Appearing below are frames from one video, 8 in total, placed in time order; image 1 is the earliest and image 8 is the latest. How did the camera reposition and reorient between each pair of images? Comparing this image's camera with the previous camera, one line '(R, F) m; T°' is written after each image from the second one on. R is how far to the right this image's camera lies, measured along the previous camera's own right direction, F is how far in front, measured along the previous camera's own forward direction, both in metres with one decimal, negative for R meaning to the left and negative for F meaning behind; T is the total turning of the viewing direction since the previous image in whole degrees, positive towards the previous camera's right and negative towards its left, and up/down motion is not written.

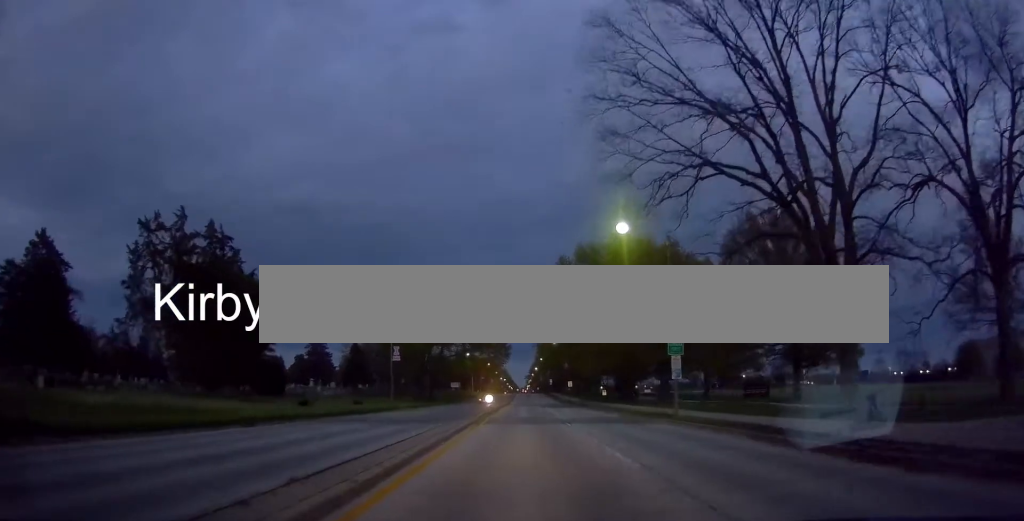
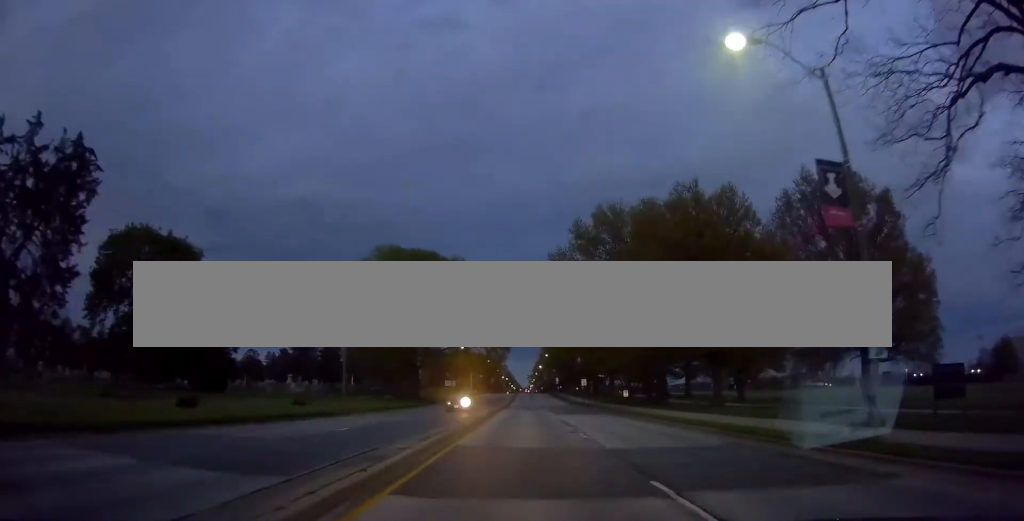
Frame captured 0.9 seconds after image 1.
(-0.2, +16.9) m; -2°
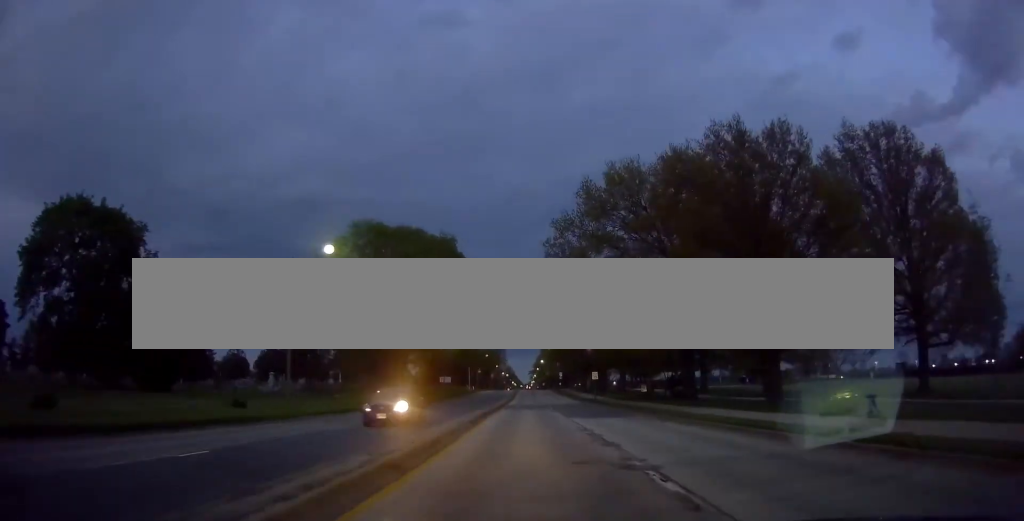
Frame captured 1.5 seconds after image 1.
(-0.2, +10.1) m; -1°
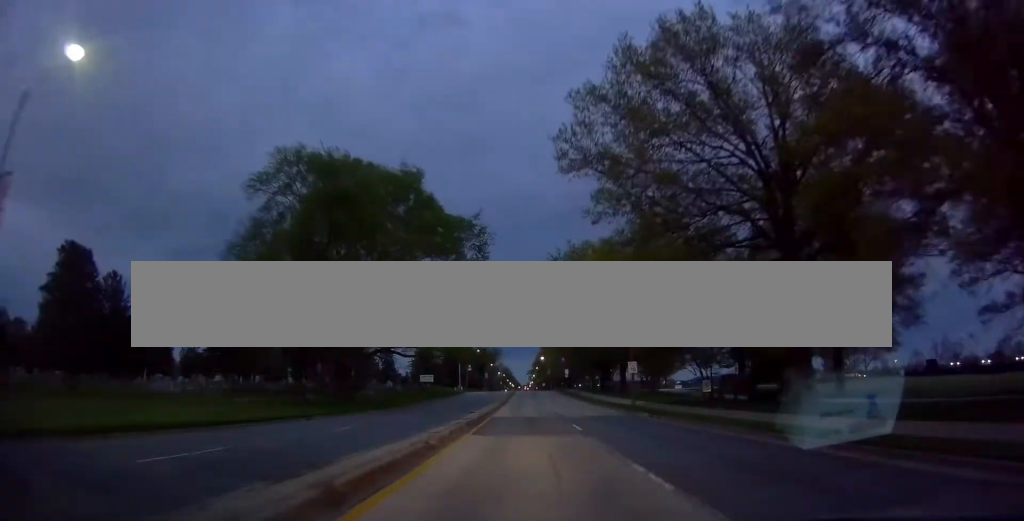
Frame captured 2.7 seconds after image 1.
(+0.1, +21.8) m; +2°
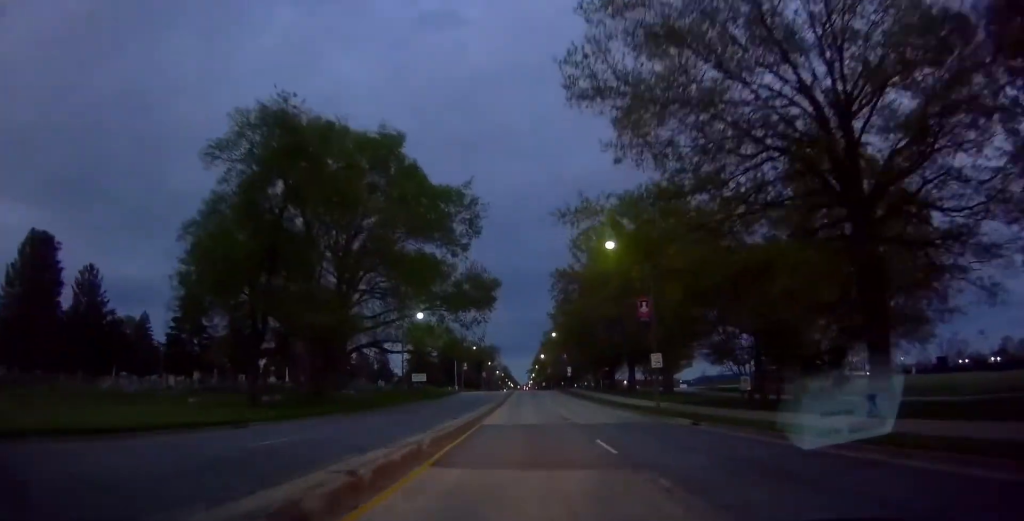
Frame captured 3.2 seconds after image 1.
(+0.2, +7.8) m; +1°
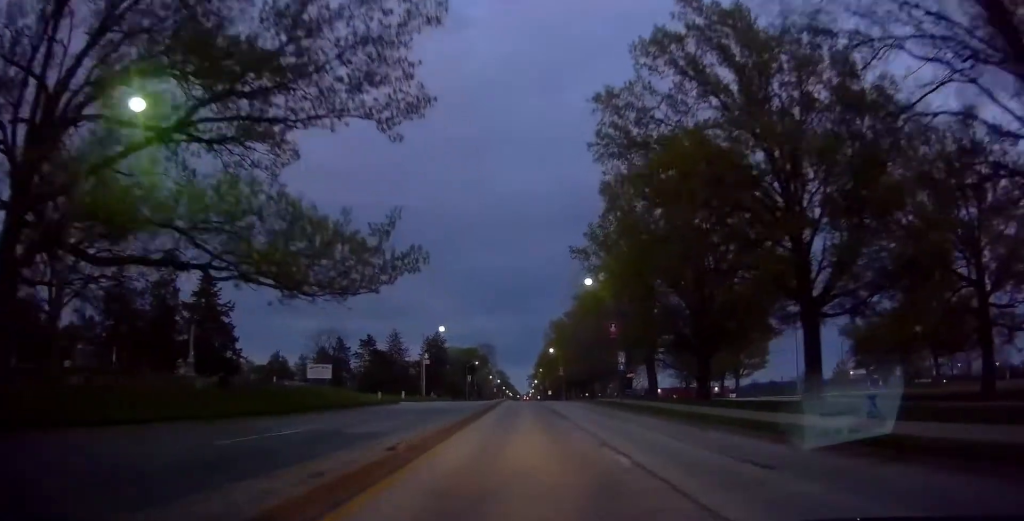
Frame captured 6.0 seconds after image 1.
(-0.8, +50.7) m; -2°
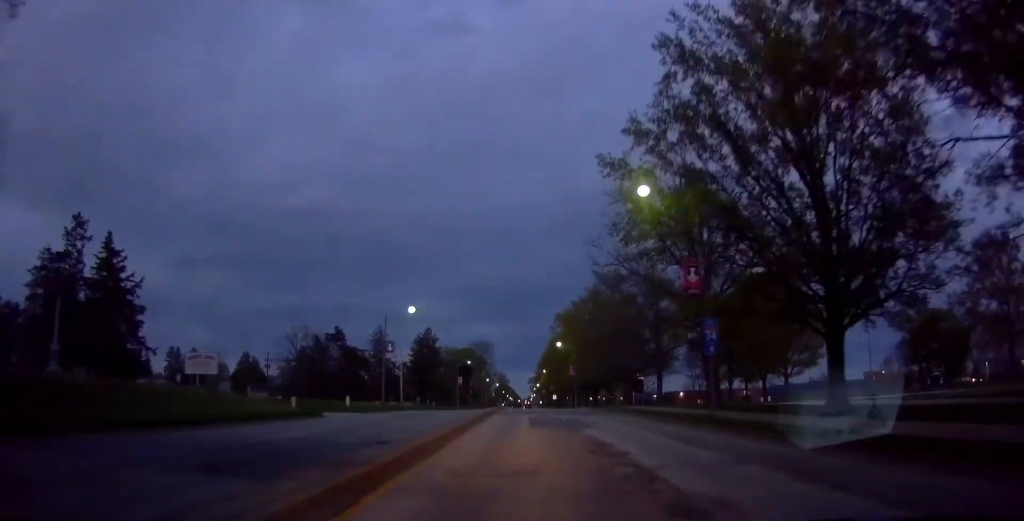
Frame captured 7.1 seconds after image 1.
(+0.3, +20.5) m; +1°
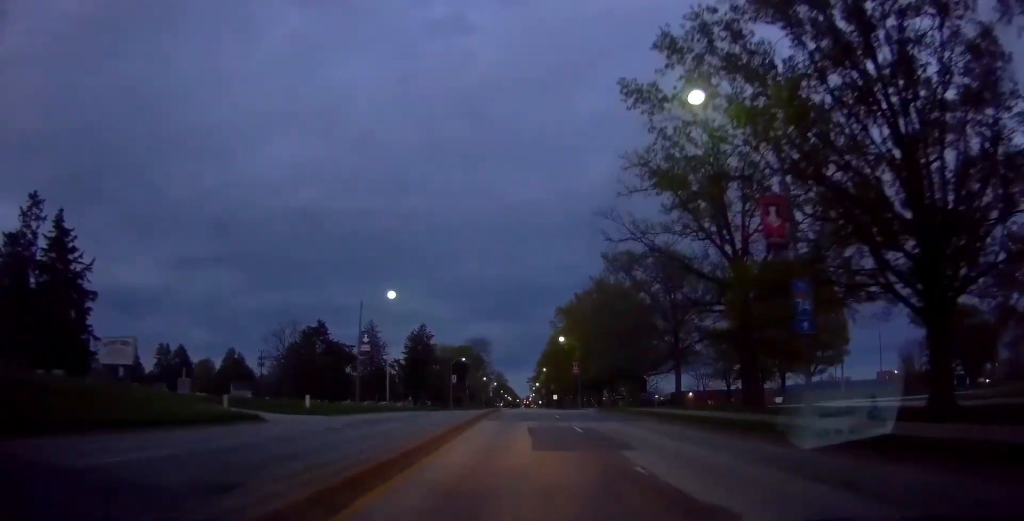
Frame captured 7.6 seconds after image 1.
(+0.3, +8.4) m; 0°
